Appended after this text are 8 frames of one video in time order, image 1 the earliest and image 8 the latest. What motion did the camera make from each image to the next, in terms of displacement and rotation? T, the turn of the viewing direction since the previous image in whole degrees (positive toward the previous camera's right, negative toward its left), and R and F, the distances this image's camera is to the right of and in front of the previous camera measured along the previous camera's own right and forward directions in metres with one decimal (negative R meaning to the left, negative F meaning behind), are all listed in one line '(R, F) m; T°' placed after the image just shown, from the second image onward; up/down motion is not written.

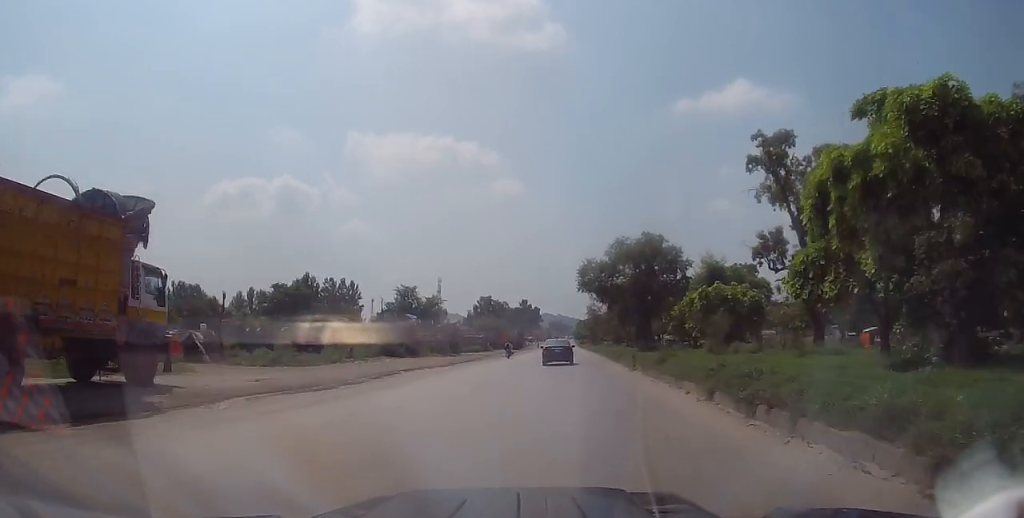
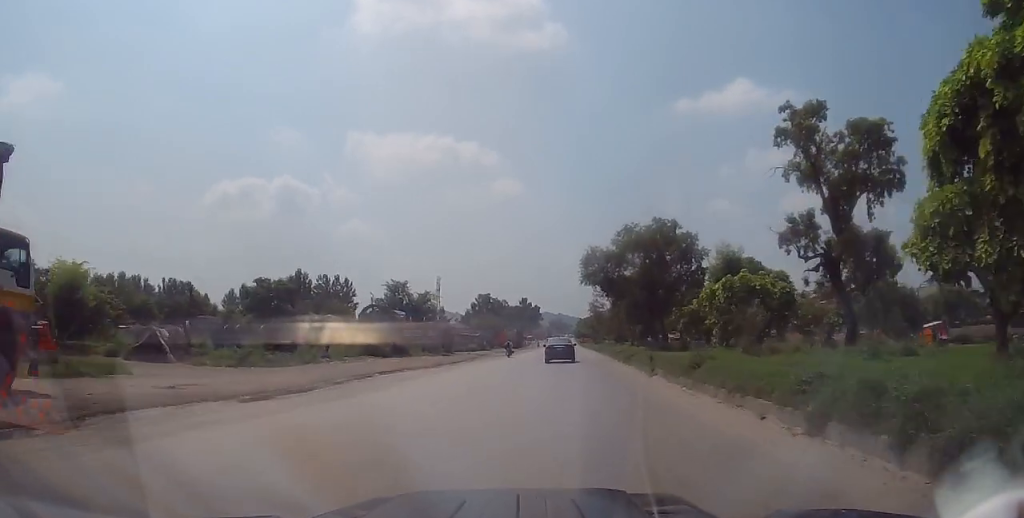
(-0.1, +4.7) m; +2°
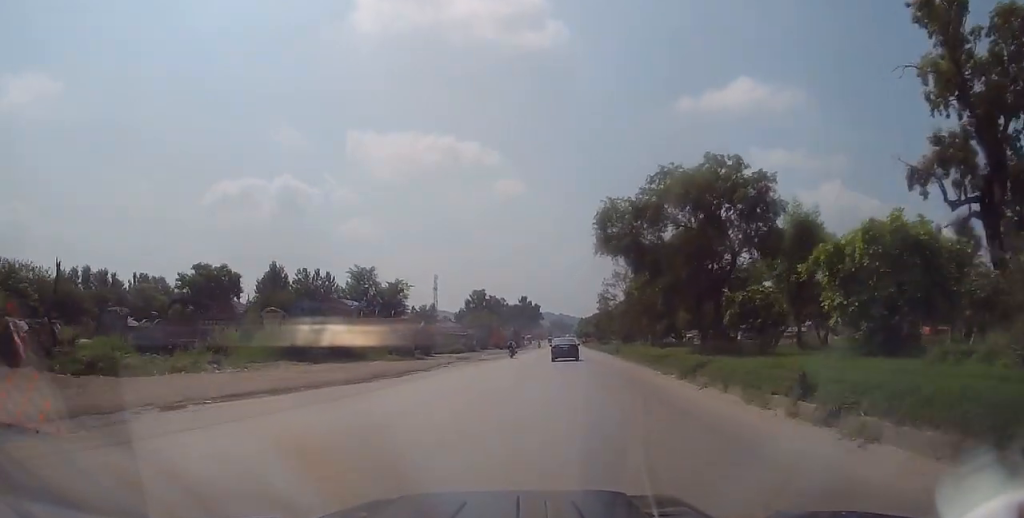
(+0.4, +13.5) m; -1°
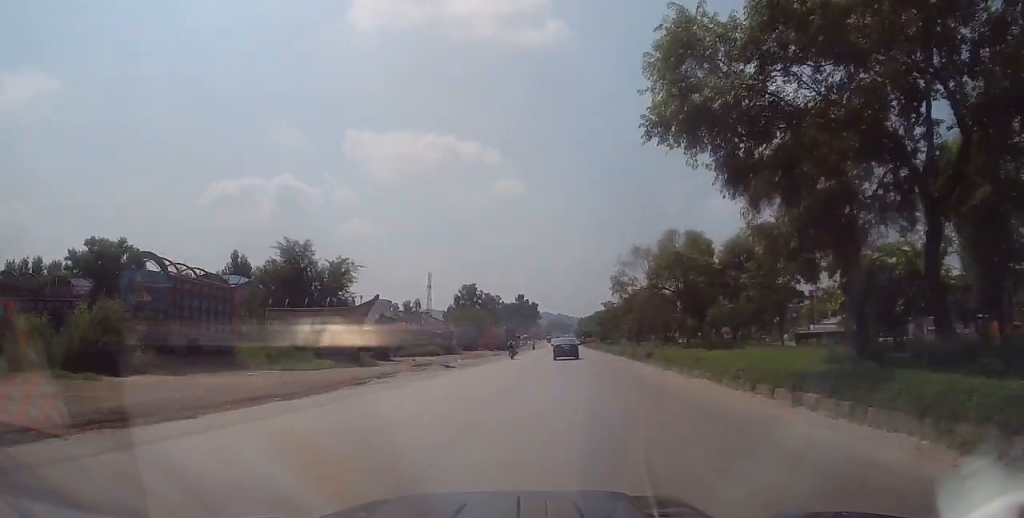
(-0.1, +15.5) m; +1°
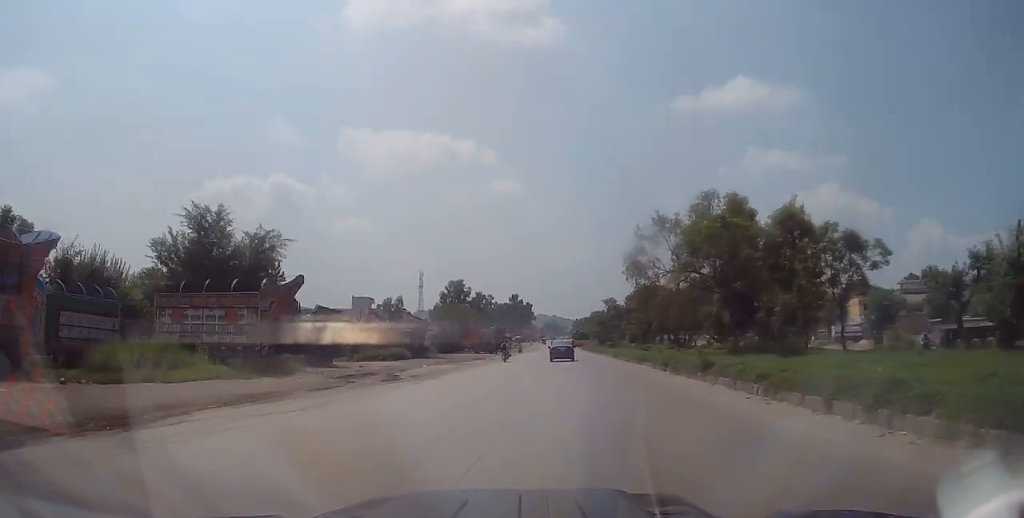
(-0.2, +11.5) m; 0°
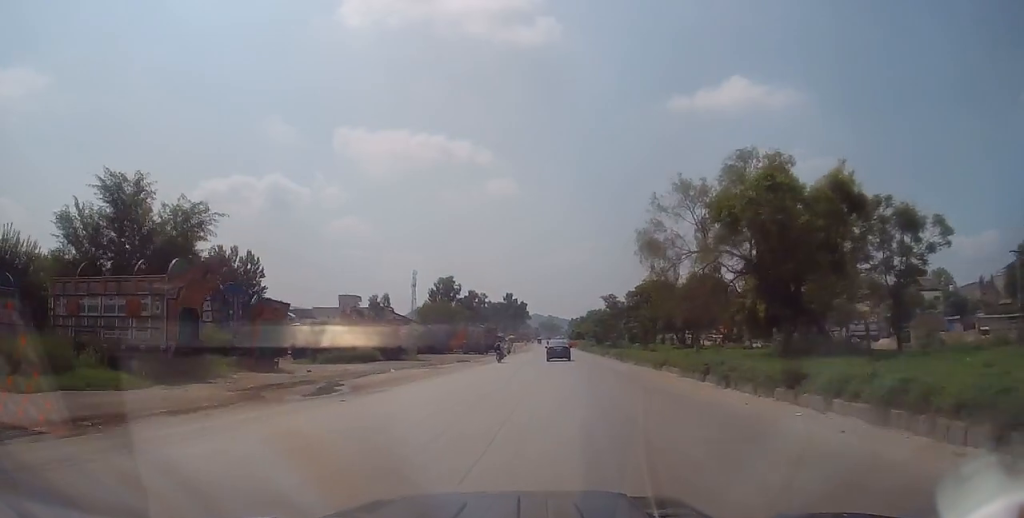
(-0.1, +6.8) m; +1°
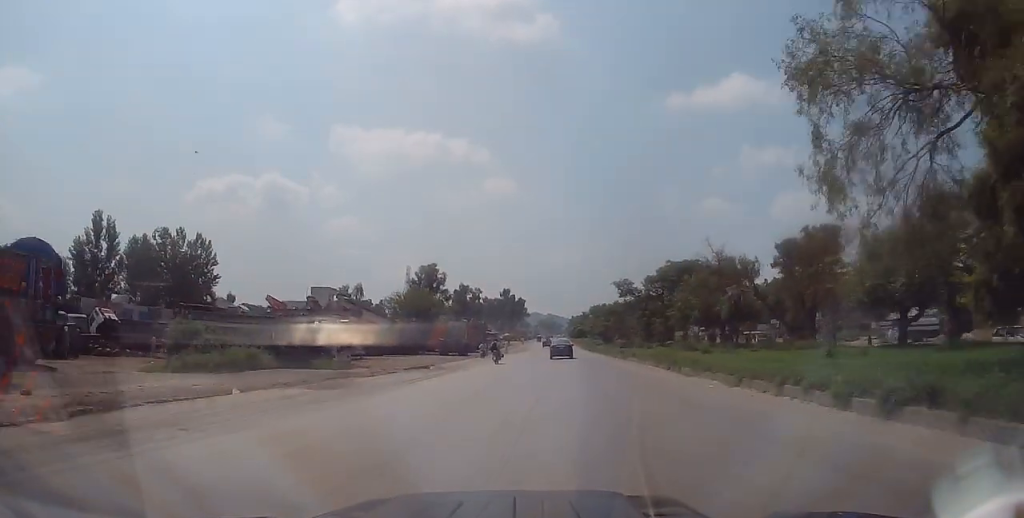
(+0.6, +17.0) m; -1°
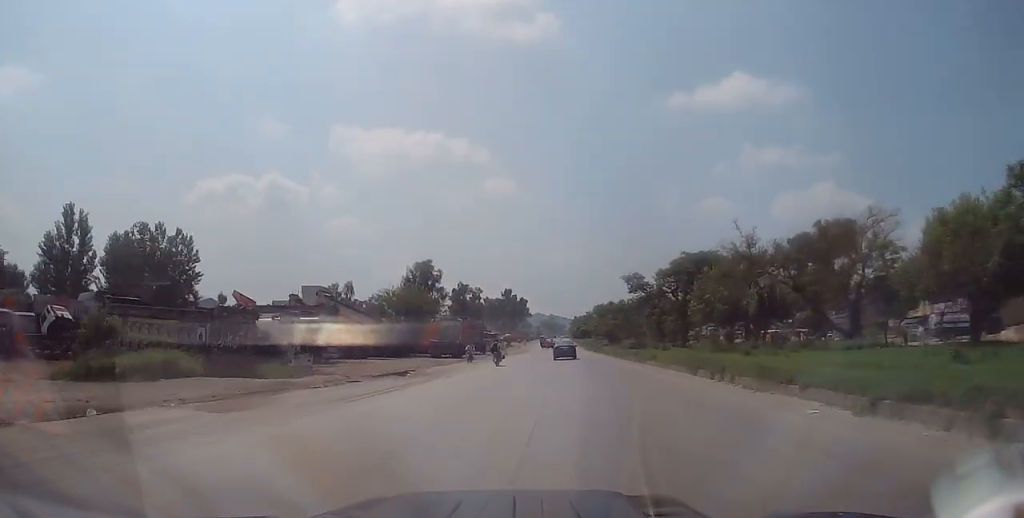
(-0.1, +6.1) m; -1°
